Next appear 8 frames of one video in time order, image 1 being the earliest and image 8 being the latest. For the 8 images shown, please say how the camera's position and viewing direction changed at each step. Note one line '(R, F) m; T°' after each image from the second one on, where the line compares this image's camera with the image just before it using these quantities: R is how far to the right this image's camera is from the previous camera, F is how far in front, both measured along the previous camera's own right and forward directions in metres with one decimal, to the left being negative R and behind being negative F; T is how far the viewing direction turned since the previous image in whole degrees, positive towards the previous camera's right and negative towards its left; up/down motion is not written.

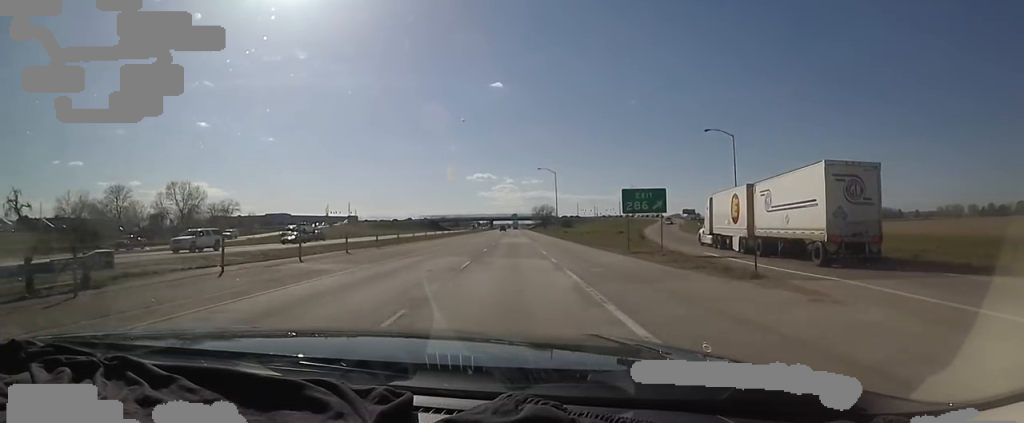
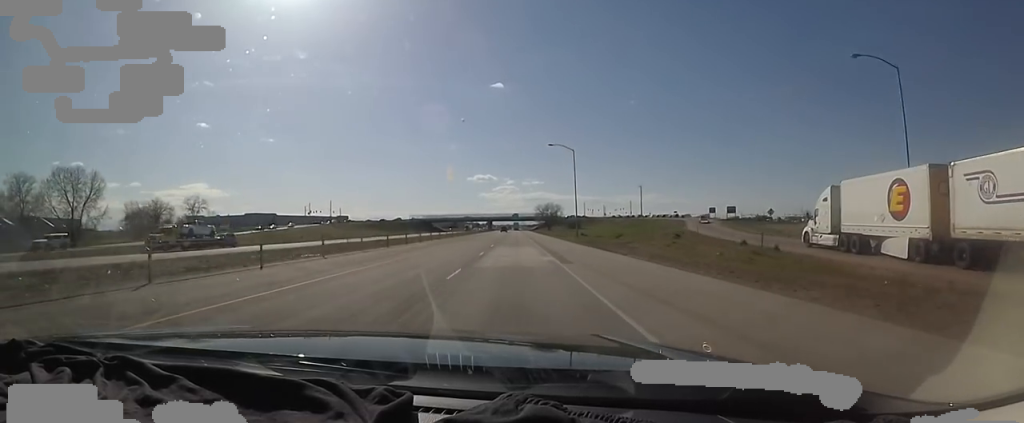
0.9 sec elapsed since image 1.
(-0.6, +28.9) m; -2°
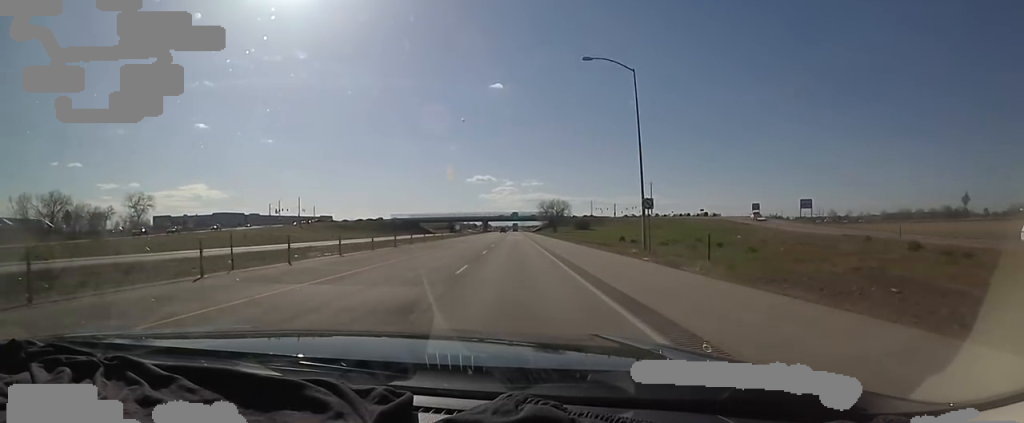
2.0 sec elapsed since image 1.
(-0.6, +35.6) m; -1°
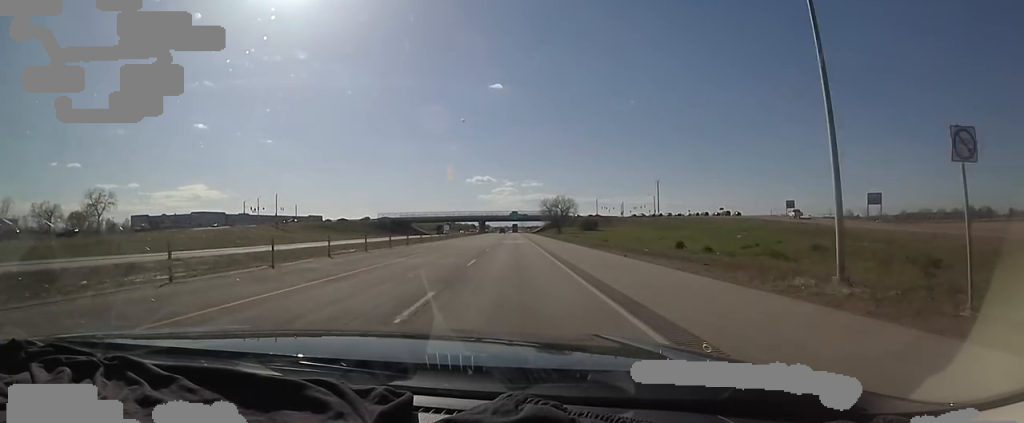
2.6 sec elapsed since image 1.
(0.0, +20.2) m; 0°
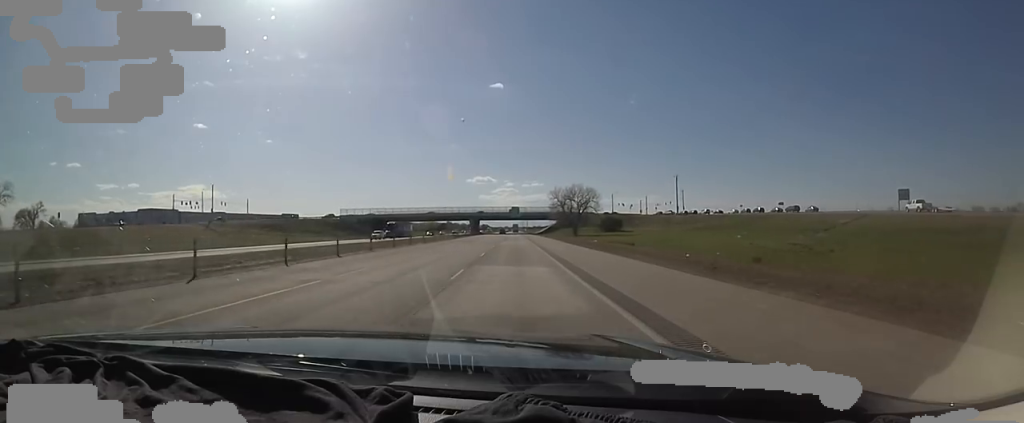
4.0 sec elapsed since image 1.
(0.0, +41.8) m; 0°
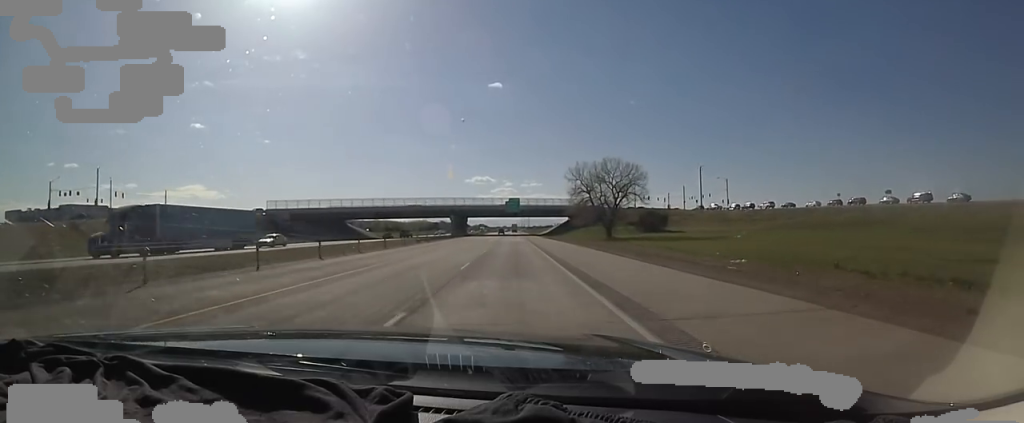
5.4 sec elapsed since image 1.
(+0.2, +44.2) m; +2°
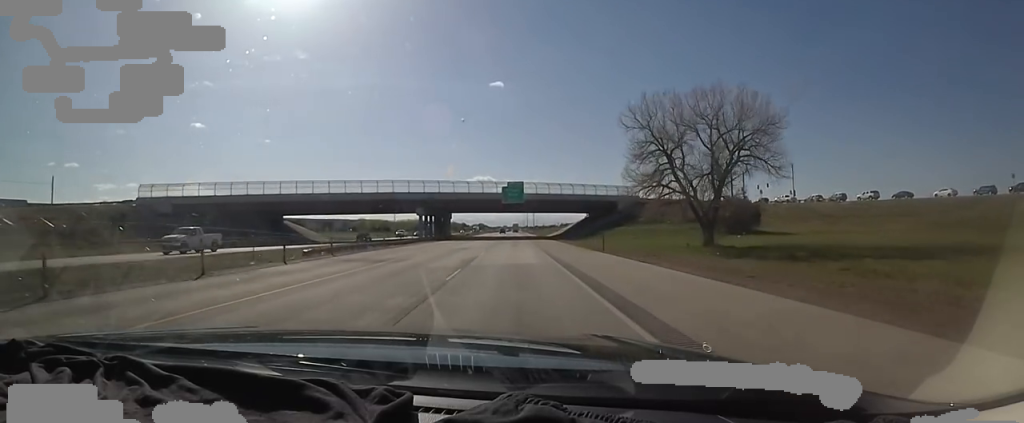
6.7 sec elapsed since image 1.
(+0.7, +39.5) m; 0°
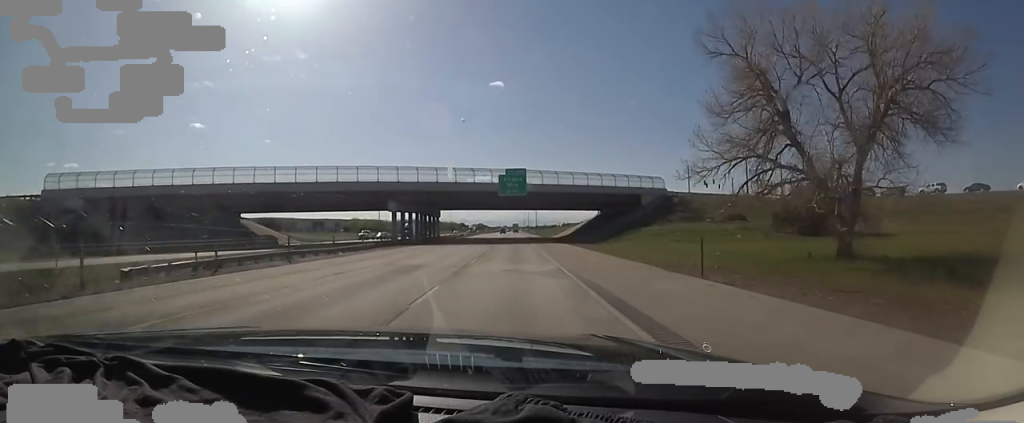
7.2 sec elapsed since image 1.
(-0.1, +17.0) m; -1°
